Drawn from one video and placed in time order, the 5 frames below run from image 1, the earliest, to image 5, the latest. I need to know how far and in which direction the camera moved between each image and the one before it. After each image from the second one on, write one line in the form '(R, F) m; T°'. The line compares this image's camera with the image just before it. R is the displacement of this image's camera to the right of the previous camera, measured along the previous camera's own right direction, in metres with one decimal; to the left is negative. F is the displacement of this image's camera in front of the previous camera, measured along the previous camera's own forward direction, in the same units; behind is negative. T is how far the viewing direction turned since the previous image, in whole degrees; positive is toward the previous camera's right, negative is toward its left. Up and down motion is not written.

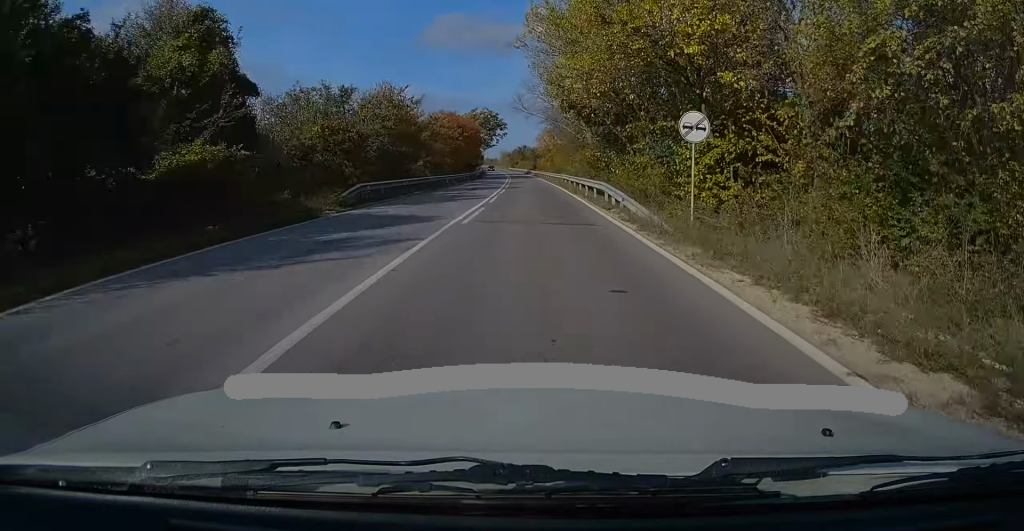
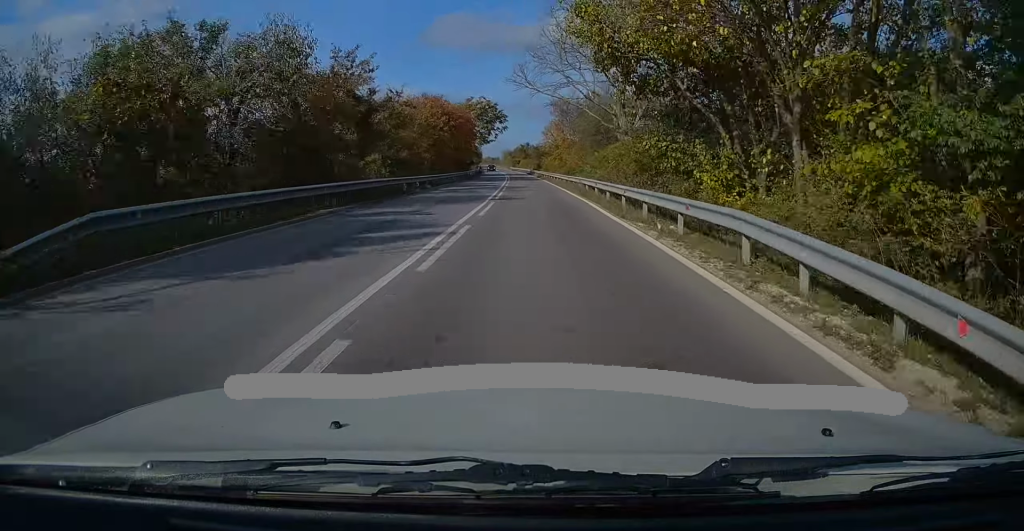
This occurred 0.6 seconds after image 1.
(+0.1, +15.4) m; 0°
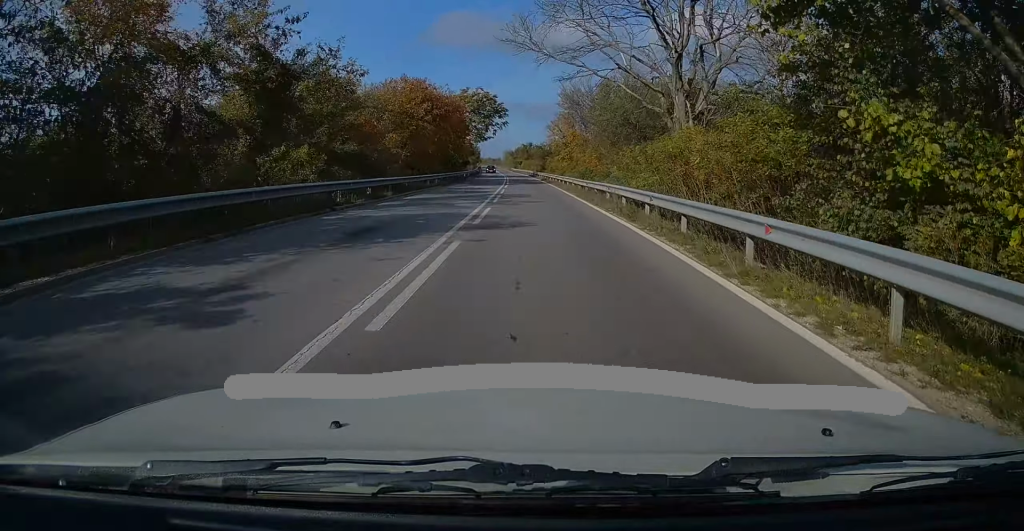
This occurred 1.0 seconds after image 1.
(0.0, +11.8) m; 0°
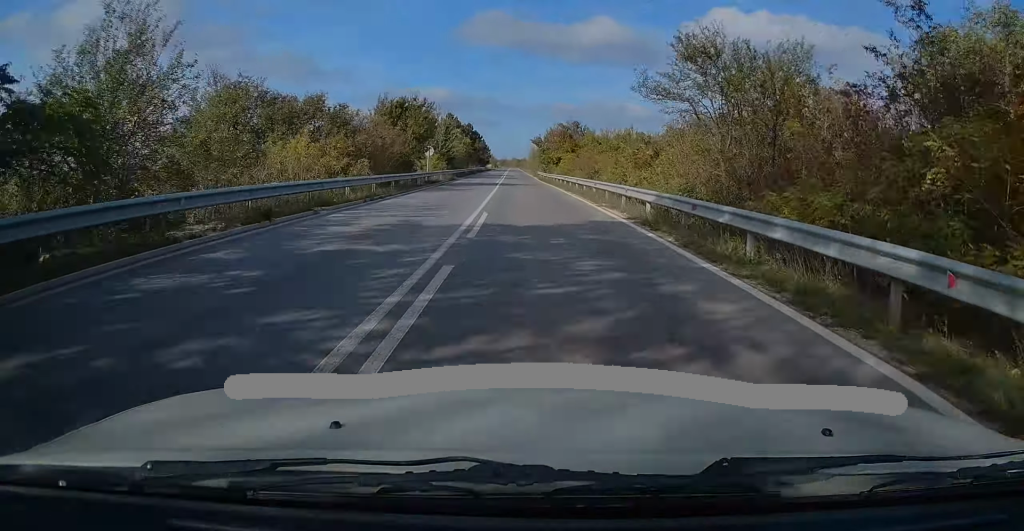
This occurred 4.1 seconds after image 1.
(-1.5, +83.4) m; -2°
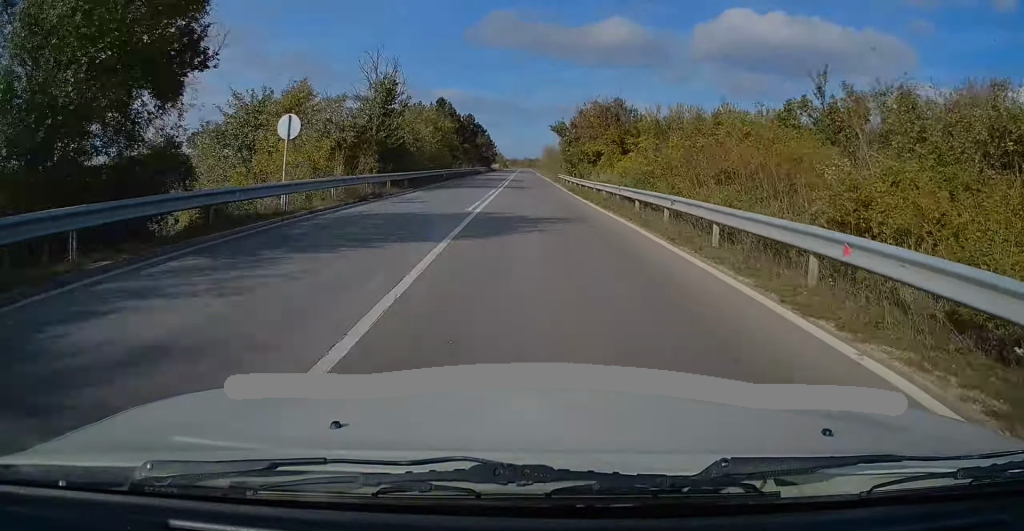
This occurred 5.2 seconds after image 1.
(-0.2, +30.2) m; -1°
